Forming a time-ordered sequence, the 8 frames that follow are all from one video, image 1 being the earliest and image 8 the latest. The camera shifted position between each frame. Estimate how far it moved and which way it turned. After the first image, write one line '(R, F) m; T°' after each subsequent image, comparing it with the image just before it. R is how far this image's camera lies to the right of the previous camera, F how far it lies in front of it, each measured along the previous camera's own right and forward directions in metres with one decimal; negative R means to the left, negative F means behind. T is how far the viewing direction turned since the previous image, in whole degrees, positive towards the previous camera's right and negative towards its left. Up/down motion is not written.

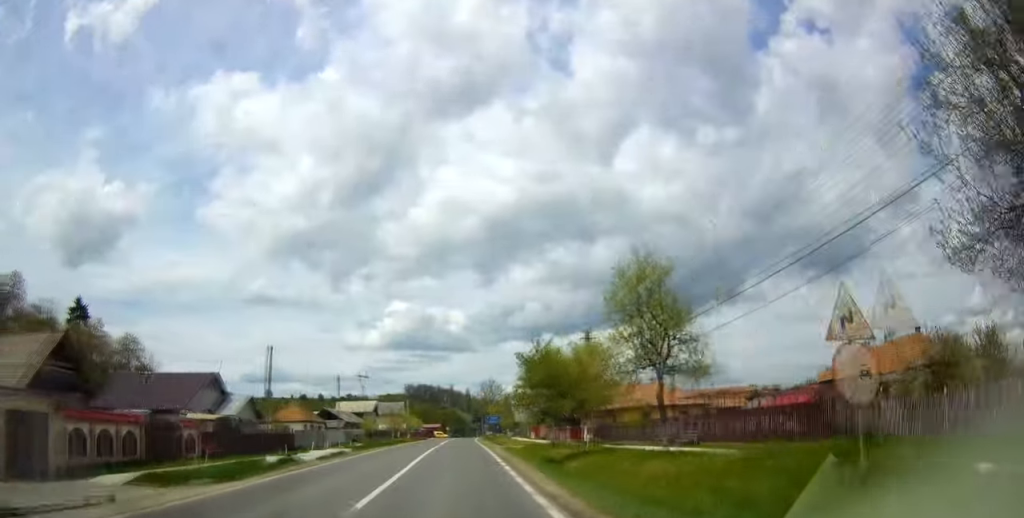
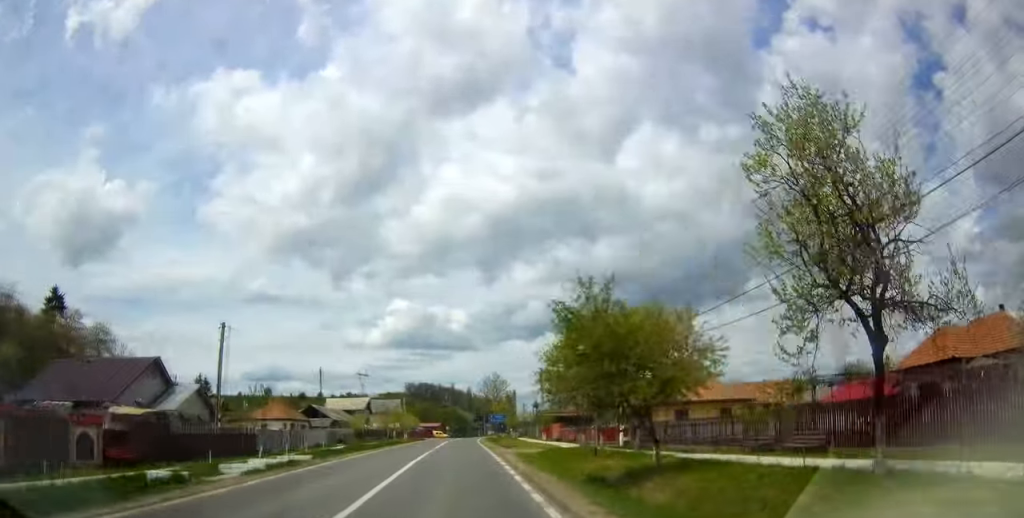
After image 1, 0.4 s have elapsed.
(0.0, +9.4) m; 0°
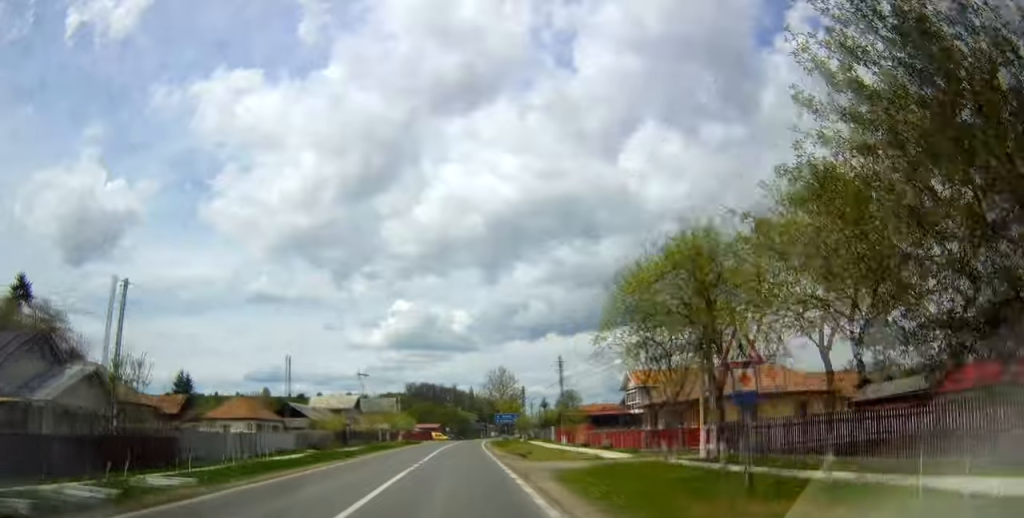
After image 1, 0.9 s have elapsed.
(0.0, +12.3) m; 0°
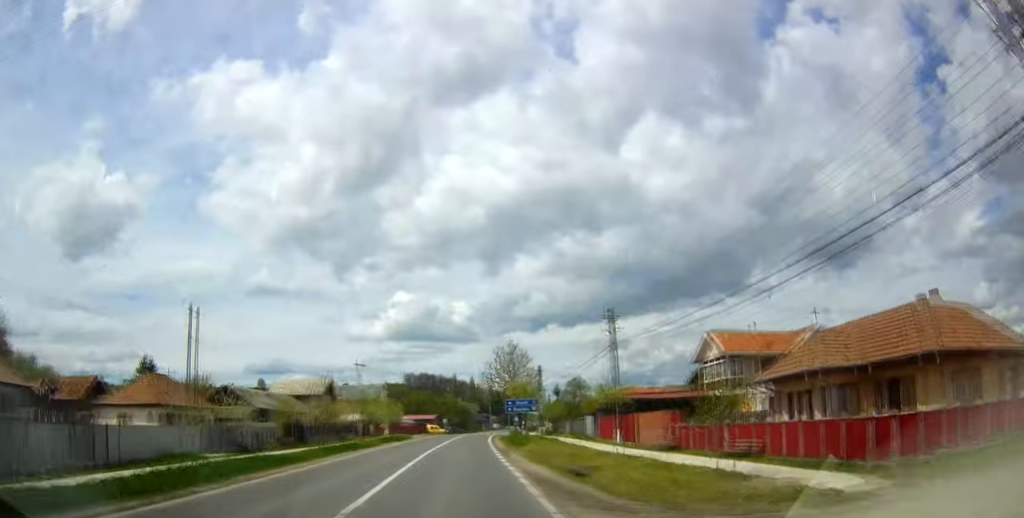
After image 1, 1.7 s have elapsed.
(-0.2, +19.1) m; 0°
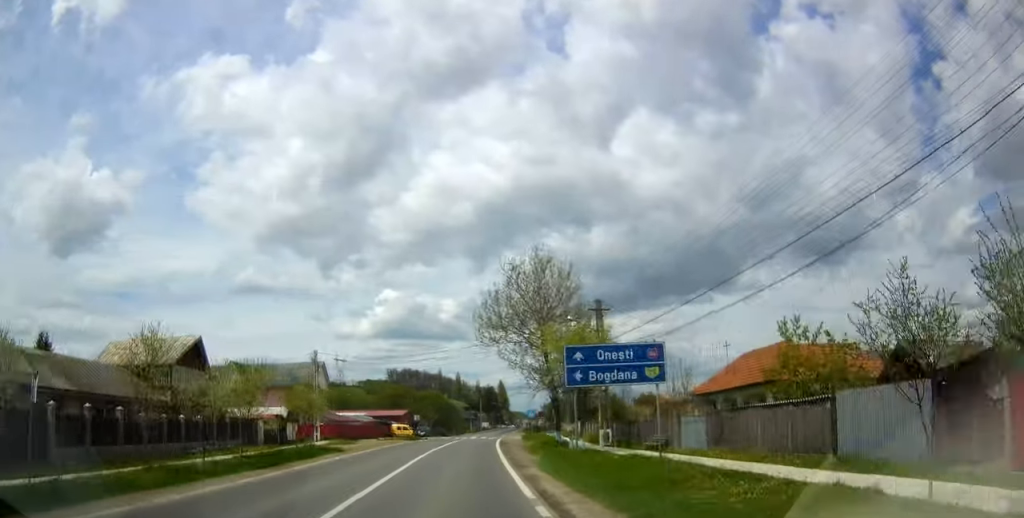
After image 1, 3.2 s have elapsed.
(+0.1, +35.3) m; +1°
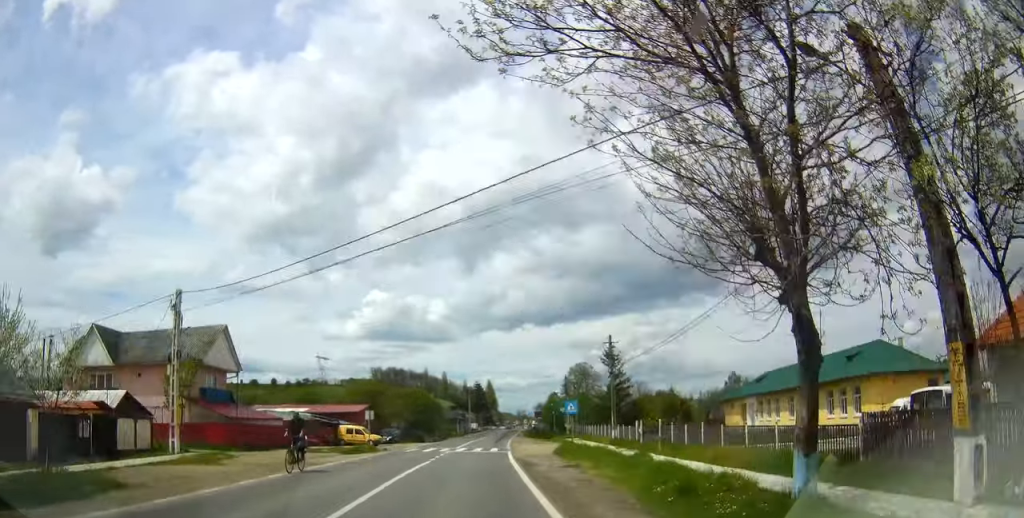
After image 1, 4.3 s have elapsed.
(+0.2, +25.7) m; +1°
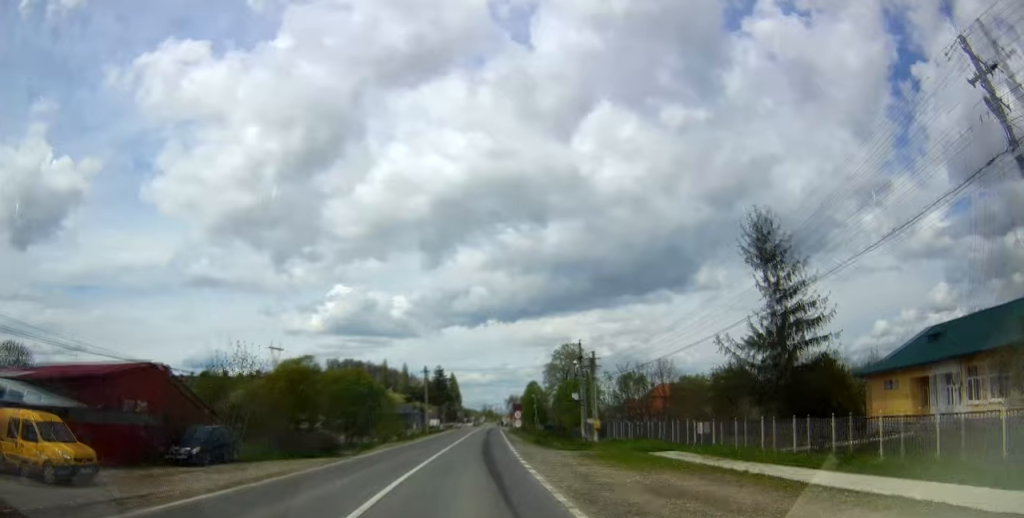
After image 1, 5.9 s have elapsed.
(+0.6, +38.7) m; +1°
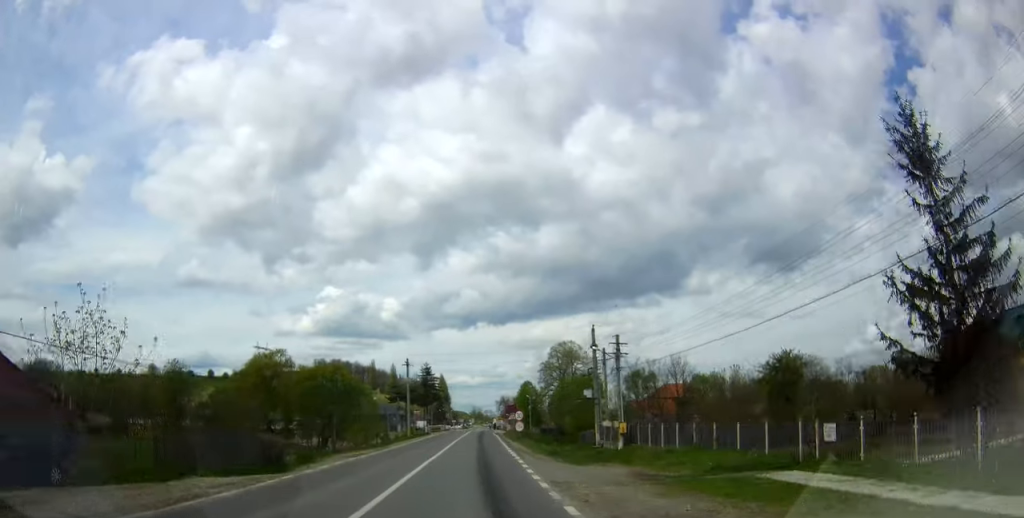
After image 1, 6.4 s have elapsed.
(-0.1, +11.1) m; 0°
